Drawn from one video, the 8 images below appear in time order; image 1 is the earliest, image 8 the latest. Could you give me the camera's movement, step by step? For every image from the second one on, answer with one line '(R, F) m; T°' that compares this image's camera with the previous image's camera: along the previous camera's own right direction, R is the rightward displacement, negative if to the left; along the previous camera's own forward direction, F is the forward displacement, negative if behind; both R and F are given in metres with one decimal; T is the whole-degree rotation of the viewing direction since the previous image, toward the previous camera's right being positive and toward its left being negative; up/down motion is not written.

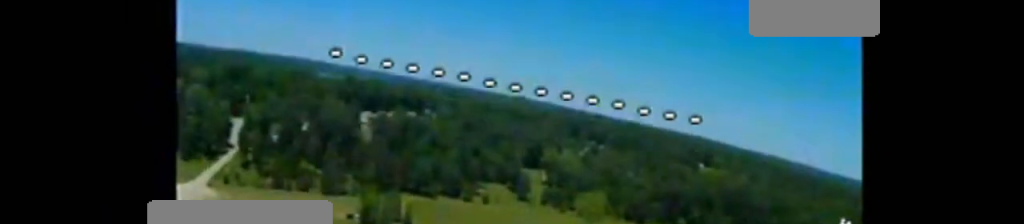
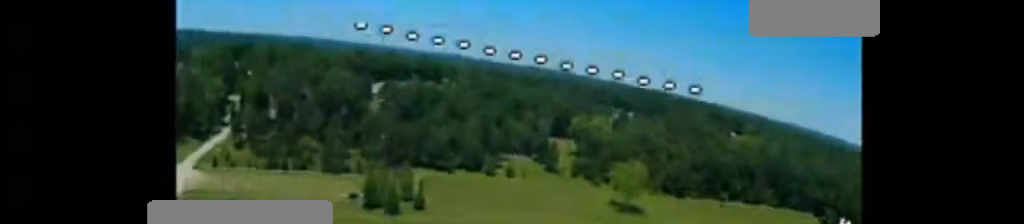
(-1.3, +28.6) m; -10°
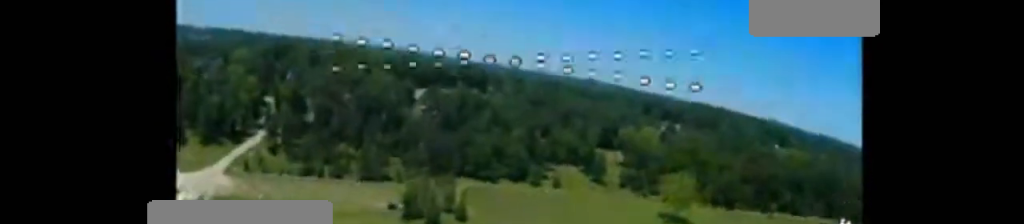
(-0.6, +8.4) m; -2°
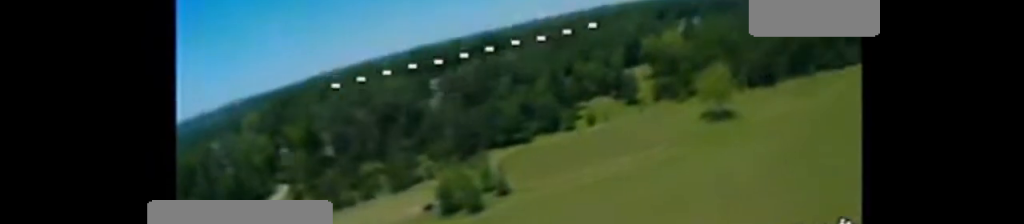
(-0.5, +10.9) m; -1°
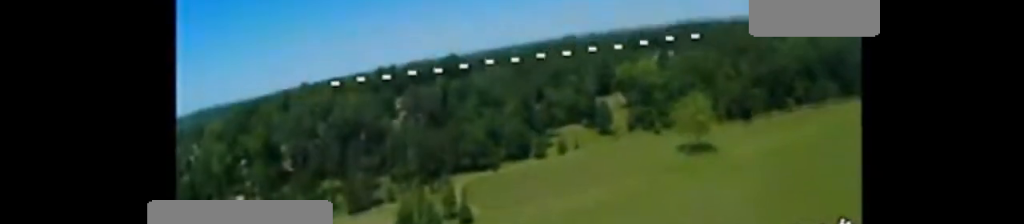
(+0.3, +11.2) m; +1°
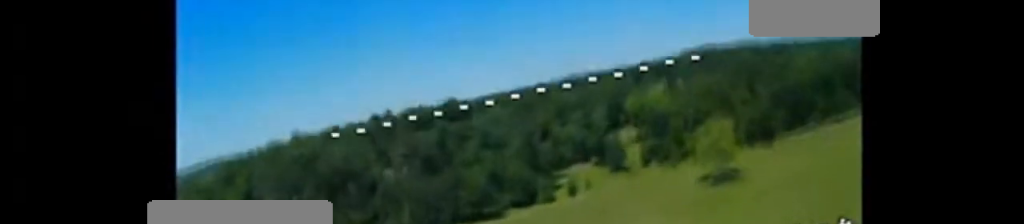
(-0.1, +20.9) m; +5°
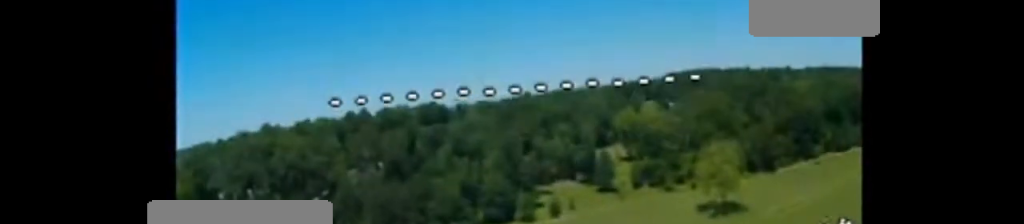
(+1.8, +19.2) m; +4°
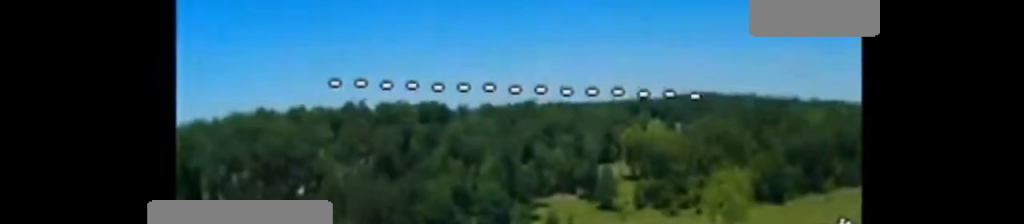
(-0.3, +9.3) m; 0°
